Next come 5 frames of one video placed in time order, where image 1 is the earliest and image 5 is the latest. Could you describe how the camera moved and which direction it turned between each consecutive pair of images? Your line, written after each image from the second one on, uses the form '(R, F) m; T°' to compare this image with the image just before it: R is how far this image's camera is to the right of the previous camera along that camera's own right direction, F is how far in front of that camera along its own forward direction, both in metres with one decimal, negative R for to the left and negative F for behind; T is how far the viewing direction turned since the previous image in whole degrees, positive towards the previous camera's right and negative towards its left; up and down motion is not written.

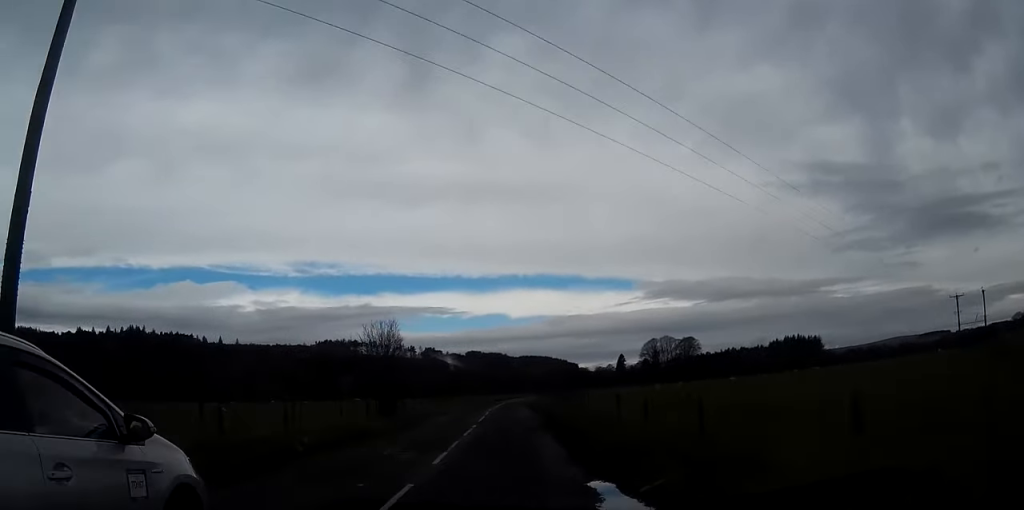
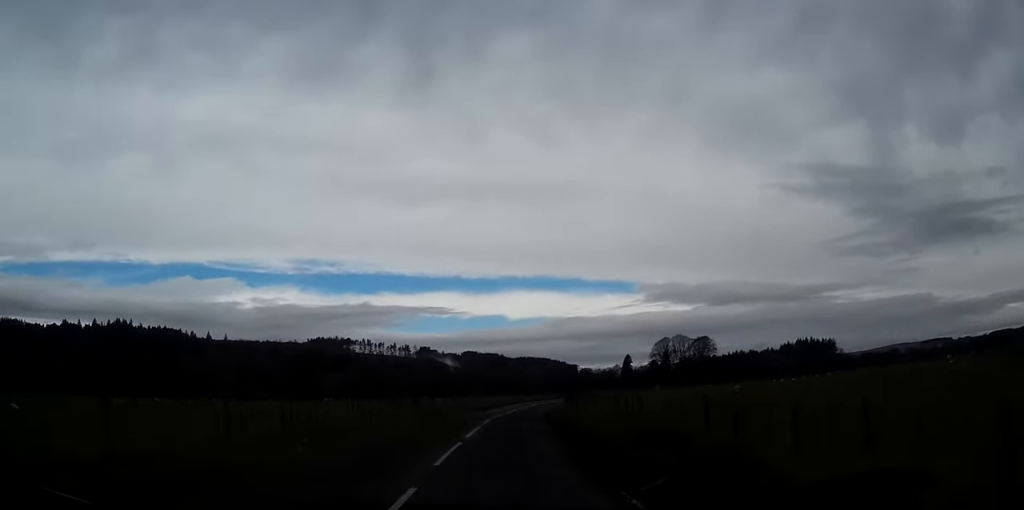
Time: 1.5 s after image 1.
(-0.2, +36.0) m; 0°
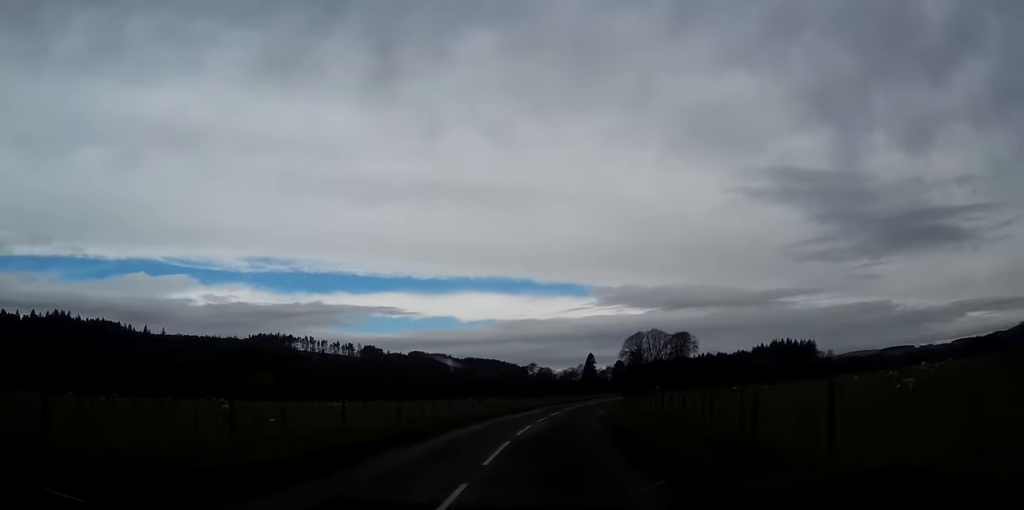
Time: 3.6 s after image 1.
(+1.4, +52.8) m; +4°
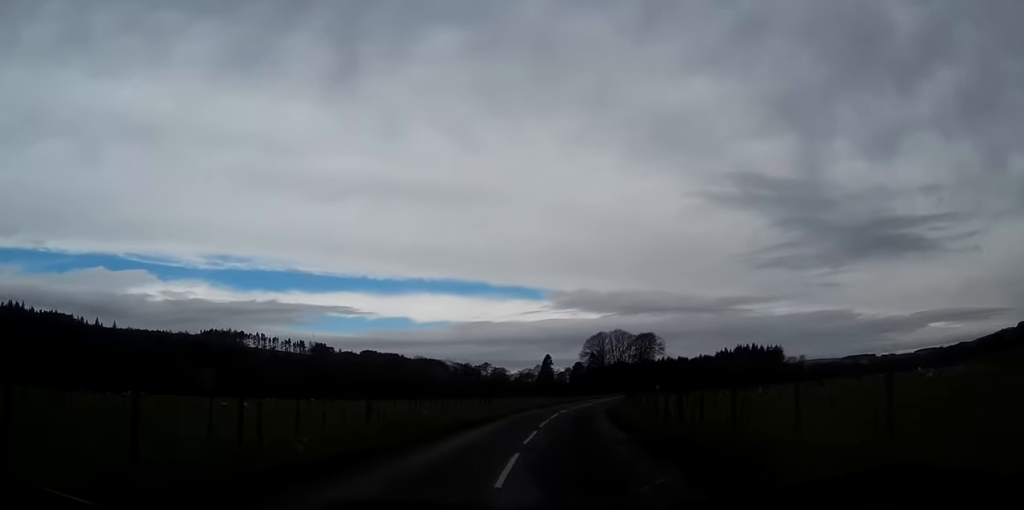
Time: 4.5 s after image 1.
(+0.5, +21.1) m; +3°
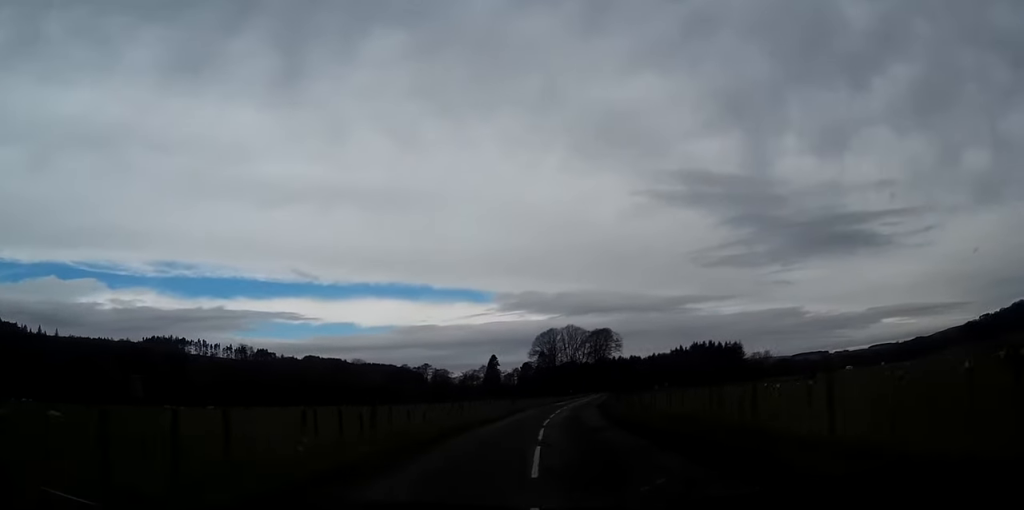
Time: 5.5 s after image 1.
(+0.9, +25.7) m; +3°
